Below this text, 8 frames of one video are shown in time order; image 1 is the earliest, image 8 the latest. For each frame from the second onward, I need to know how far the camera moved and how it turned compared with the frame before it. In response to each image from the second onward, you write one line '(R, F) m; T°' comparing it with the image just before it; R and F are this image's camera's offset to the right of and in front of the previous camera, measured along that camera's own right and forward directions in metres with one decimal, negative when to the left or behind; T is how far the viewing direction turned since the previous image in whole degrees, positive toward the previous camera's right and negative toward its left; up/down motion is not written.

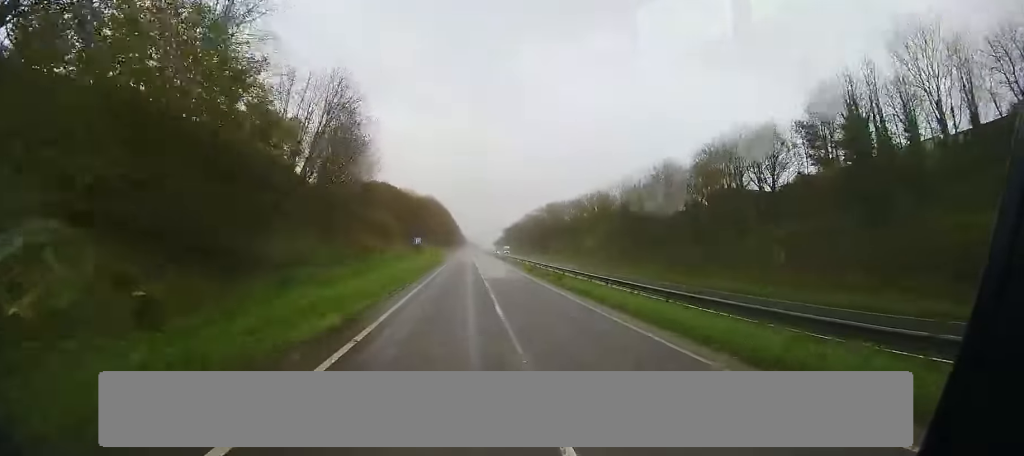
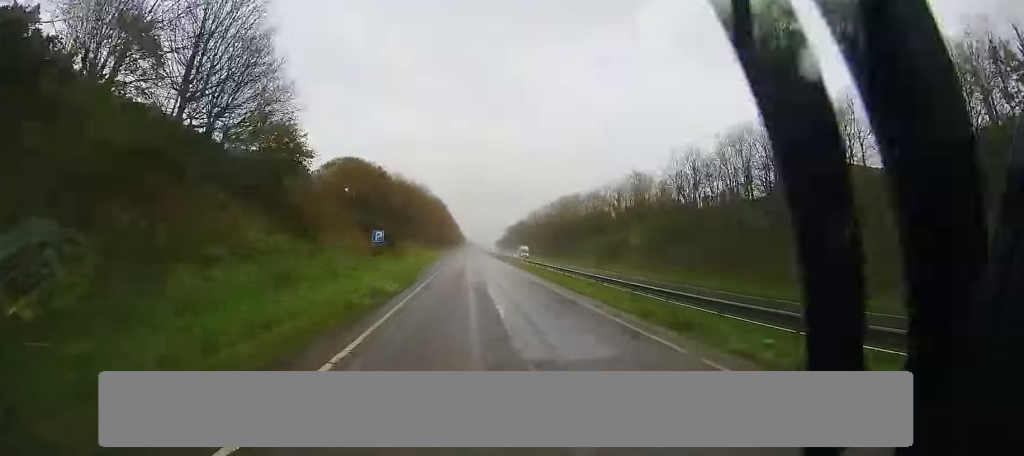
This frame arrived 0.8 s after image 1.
(+0.1, +18.7) m; 0°
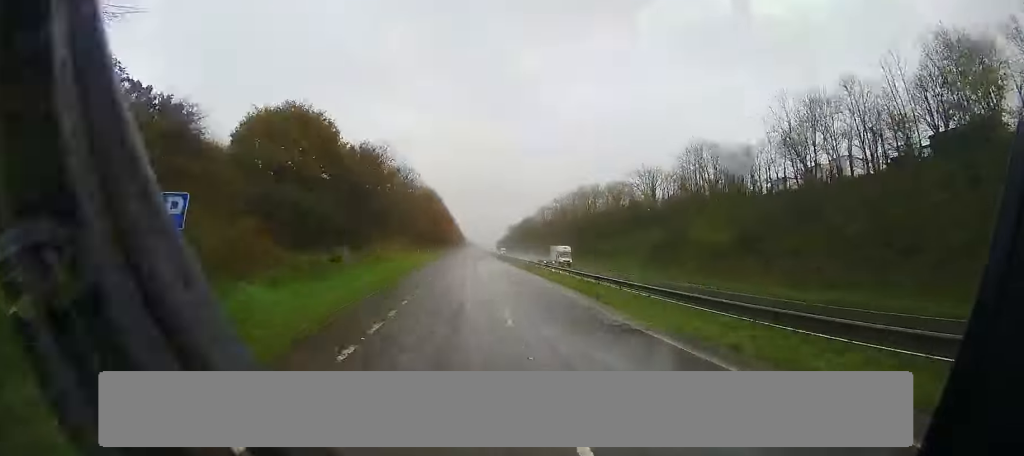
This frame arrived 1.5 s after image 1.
(0.0, +17.1) m; 0°
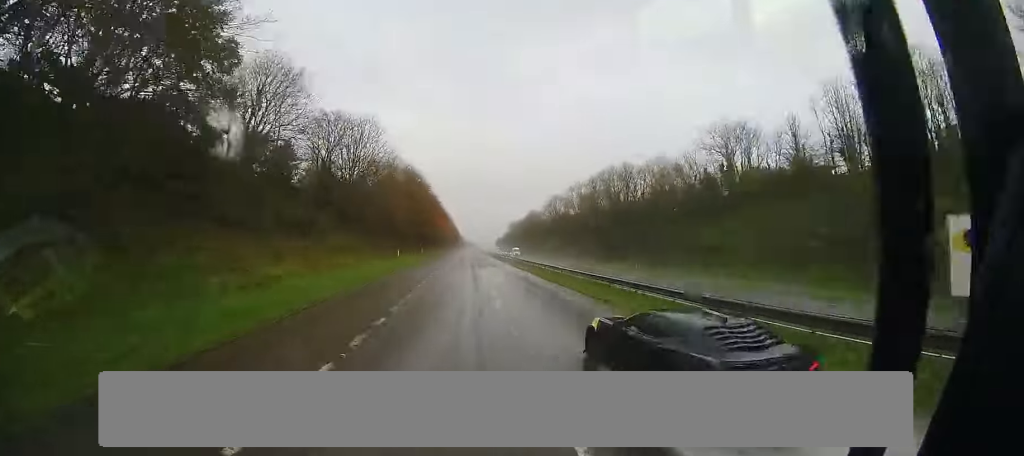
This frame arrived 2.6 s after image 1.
(0.0, +23.9) m; 0°
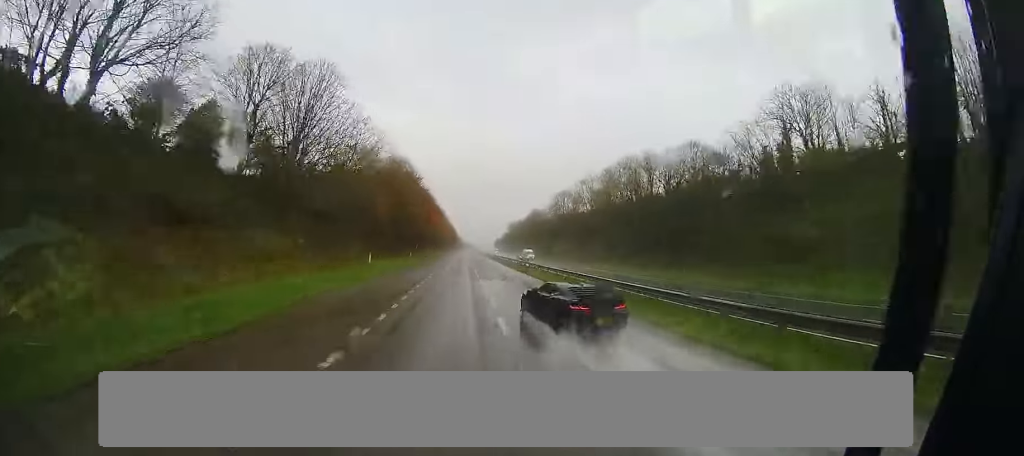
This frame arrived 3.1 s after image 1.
(0.0, +11.5) m; 0°
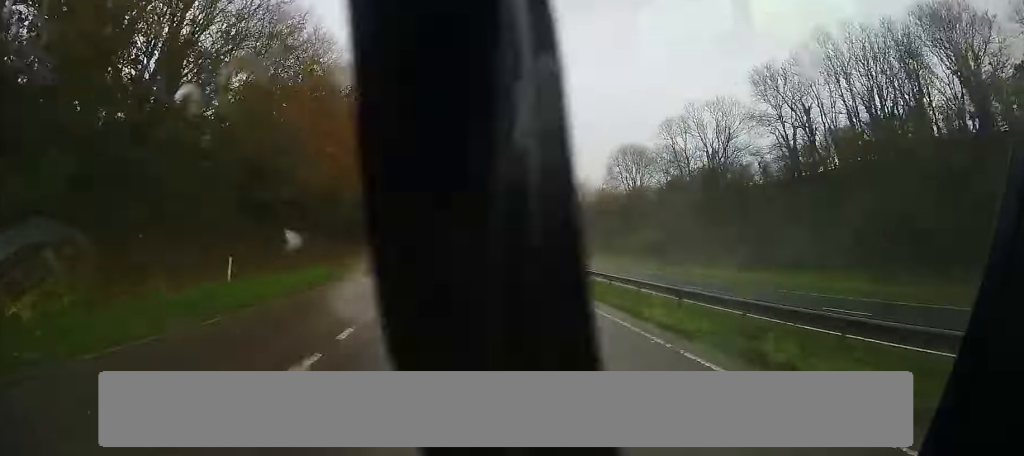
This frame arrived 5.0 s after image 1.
(-0.2, +43.0) m; -1°
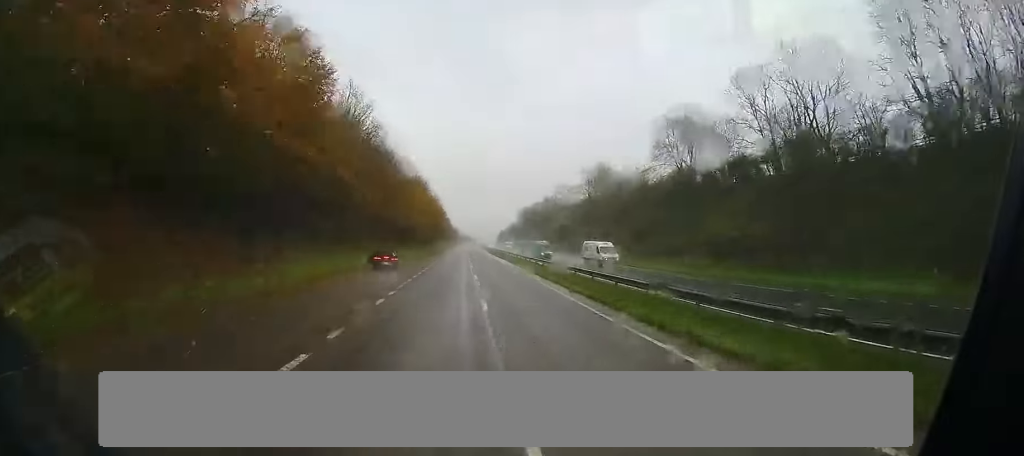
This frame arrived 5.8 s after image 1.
(-0.1, +17.5) m; 0°
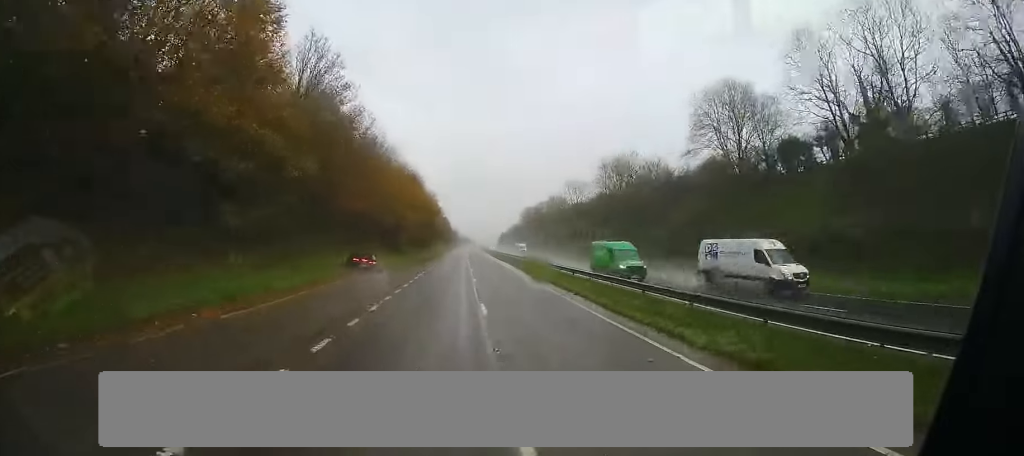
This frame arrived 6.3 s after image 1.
(0.0, +9.9) m; 0°
